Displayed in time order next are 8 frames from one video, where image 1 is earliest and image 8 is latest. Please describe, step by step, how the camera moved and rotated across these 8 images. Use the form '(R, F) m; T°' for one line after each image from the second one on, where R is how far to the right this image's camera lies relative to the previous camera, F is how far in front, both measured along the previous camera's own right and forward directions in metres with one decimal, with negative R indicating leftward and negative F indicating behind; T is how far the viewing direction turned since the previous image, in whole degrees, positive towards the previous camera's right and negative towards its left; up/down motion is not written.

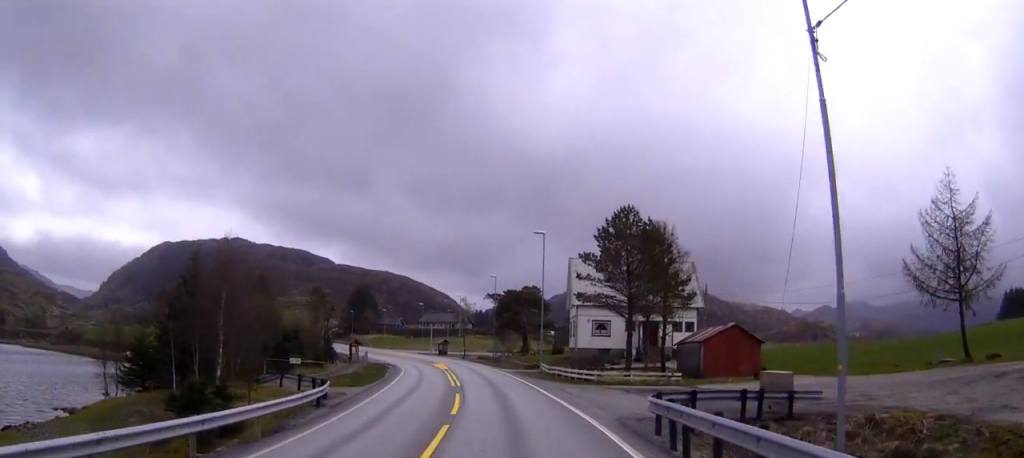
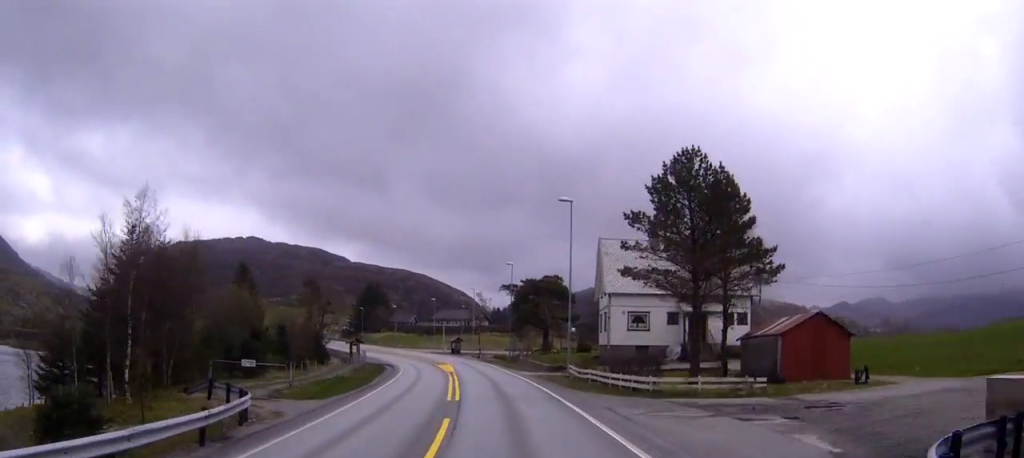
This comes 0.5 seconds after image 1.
(-0.1, +11.1) m; -1°
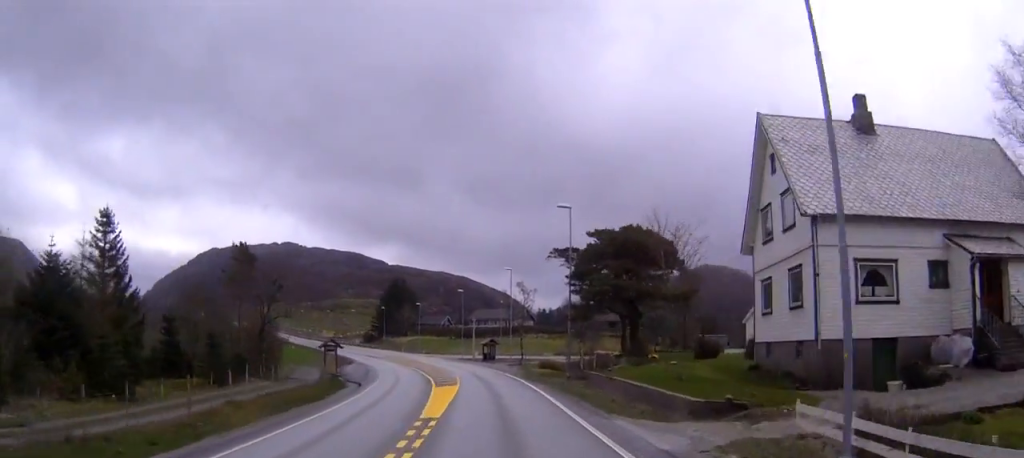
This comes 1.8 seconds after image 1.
(-0.8, +32.6) m; -3°
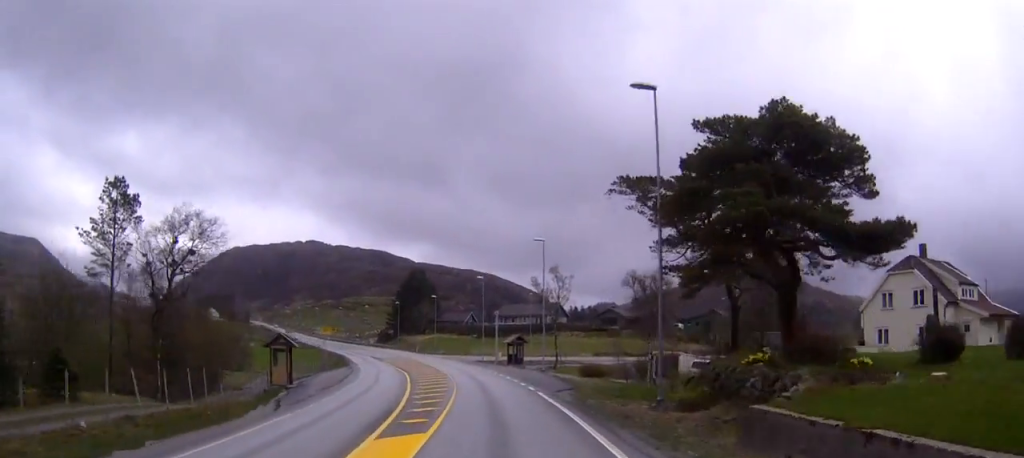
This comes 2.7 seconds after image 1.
(-0.2, +20.6) m; -3°
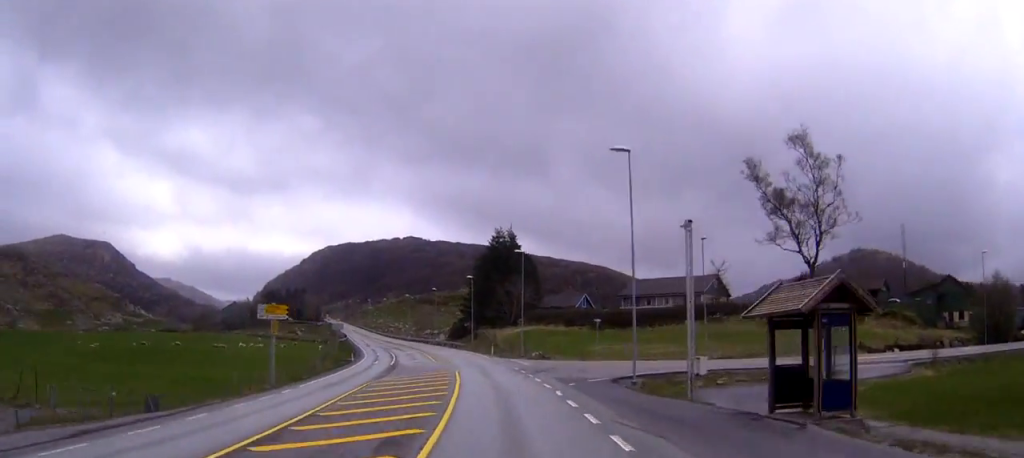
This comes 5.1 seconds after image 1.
(-5.1, +58.0) m; -8°
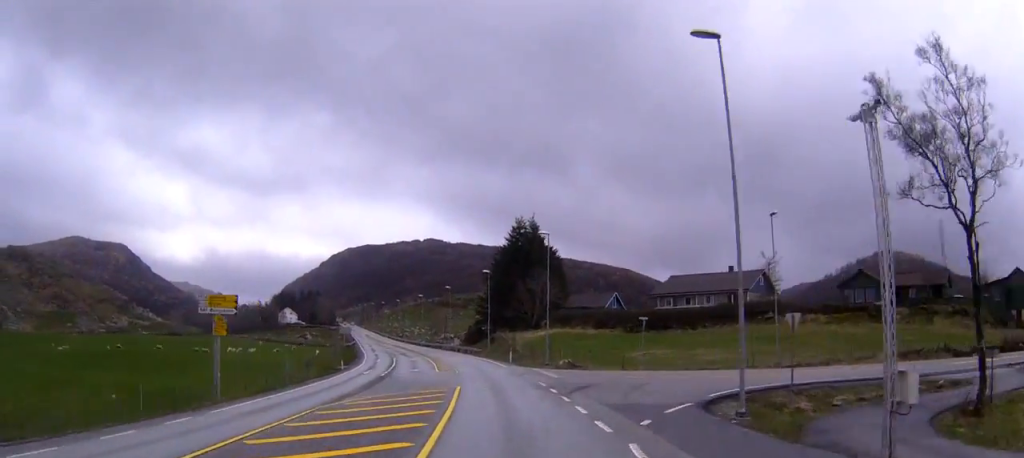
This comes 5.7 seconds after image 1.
(-0.1, +12.9) m; -1°
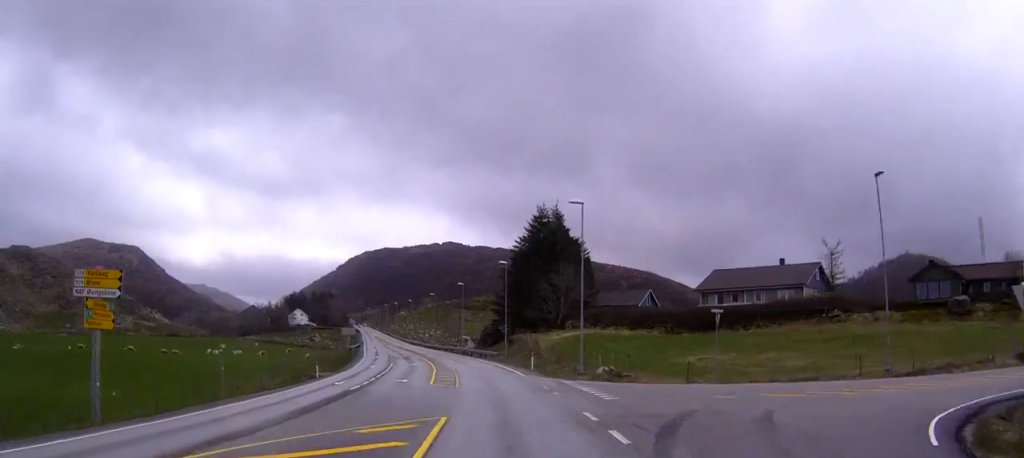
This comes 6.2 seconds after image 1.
(-0.3, +13.6) m; -2°
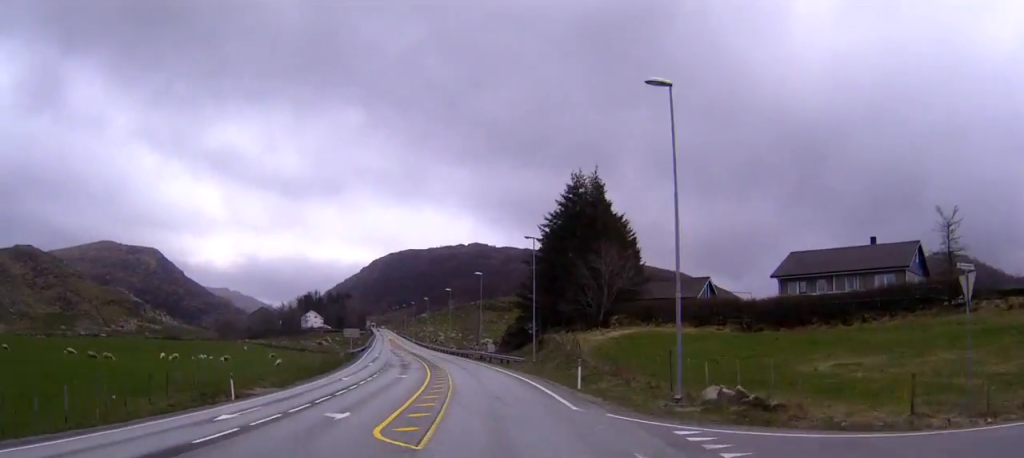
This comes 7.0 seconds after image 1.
(-0.4, +19.2) m; -2°
